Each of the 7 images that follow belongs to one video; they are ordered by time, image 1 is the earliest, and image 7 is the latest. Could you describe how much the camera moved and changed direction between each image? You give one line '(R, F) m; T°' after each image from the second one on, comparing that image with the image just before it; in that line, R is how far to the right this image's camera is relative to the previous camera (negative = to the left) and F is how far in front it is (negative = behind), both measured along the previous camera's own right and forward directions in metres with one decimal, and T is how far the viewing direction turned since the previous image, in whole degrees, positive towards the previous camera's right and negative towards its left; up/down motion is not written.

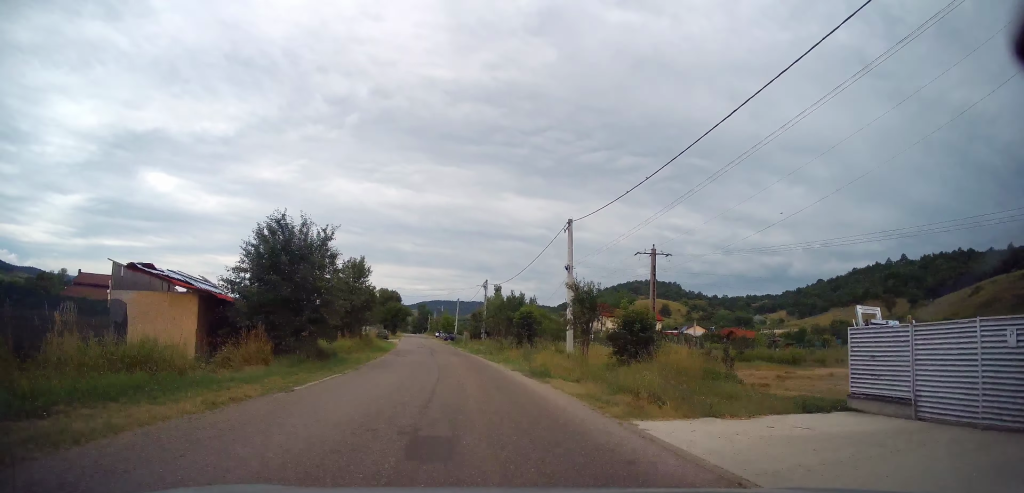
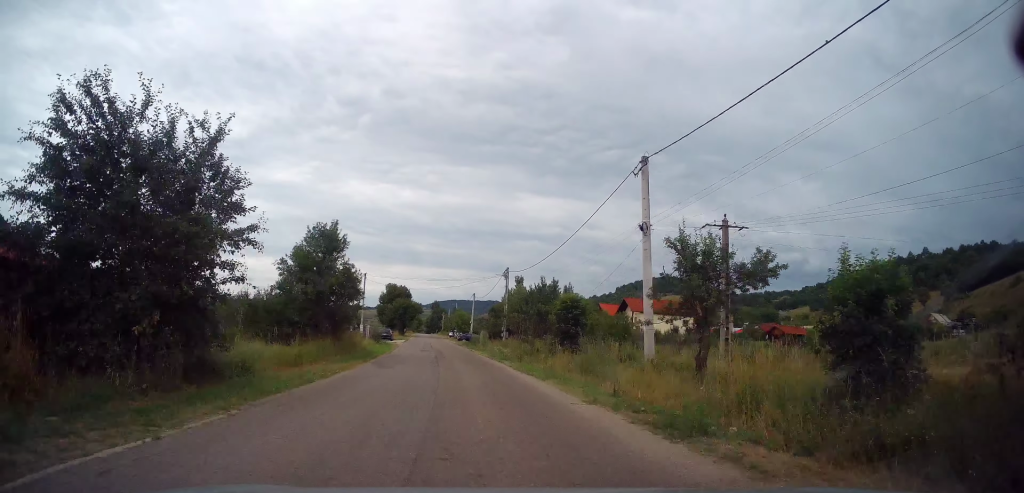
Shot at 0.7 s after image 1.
(-0.3, +10.9) m; -2°
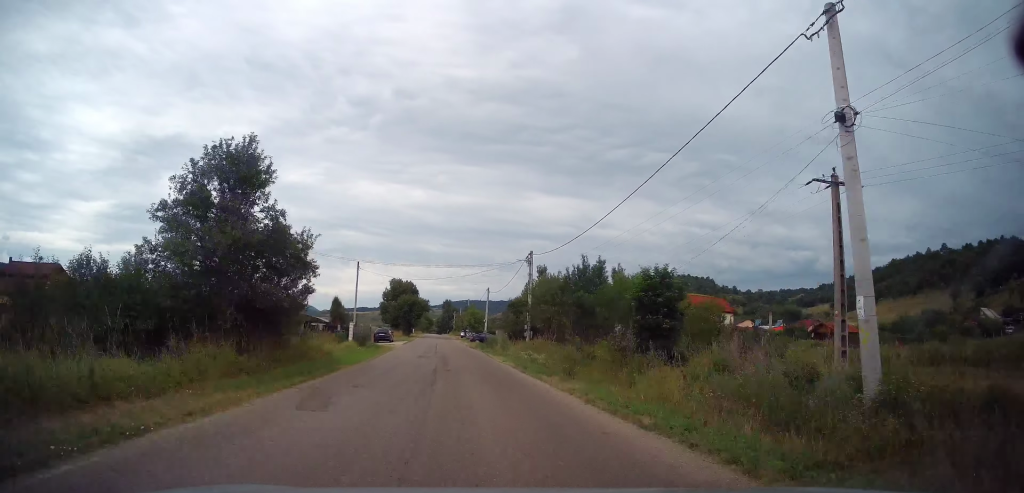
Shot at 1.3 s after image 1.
(+0.1, +10.9) m; -1°
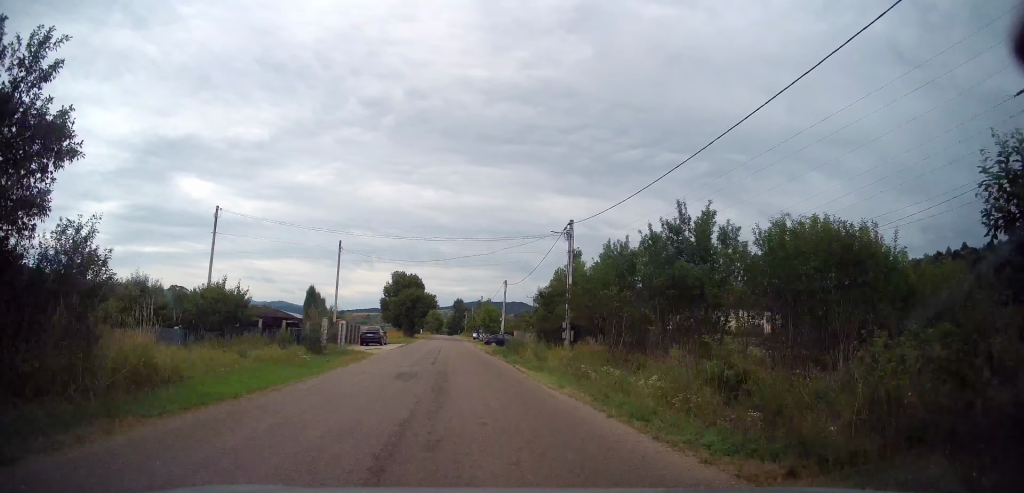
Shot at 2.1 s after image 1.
(-0.3, +12.5) m; -1°
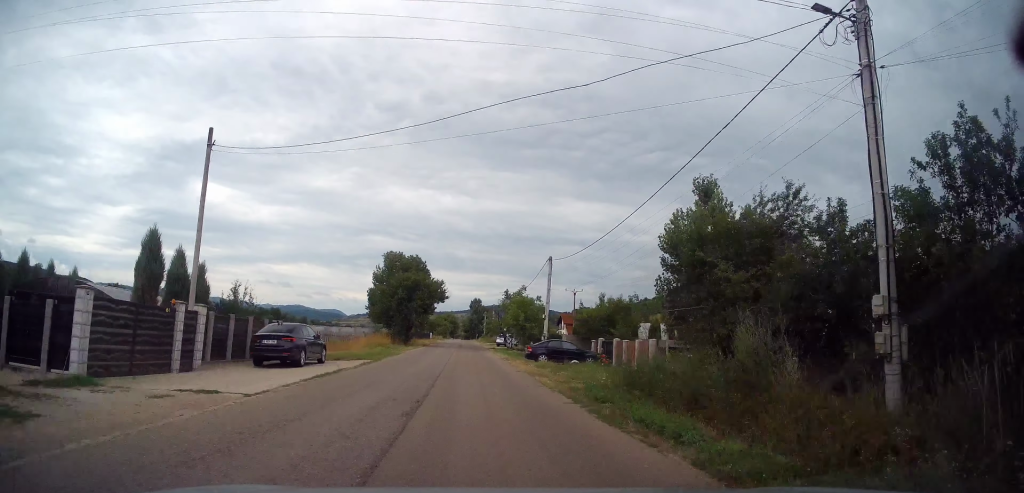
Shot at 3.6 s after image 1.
(0.0, +24.1) m; 0°
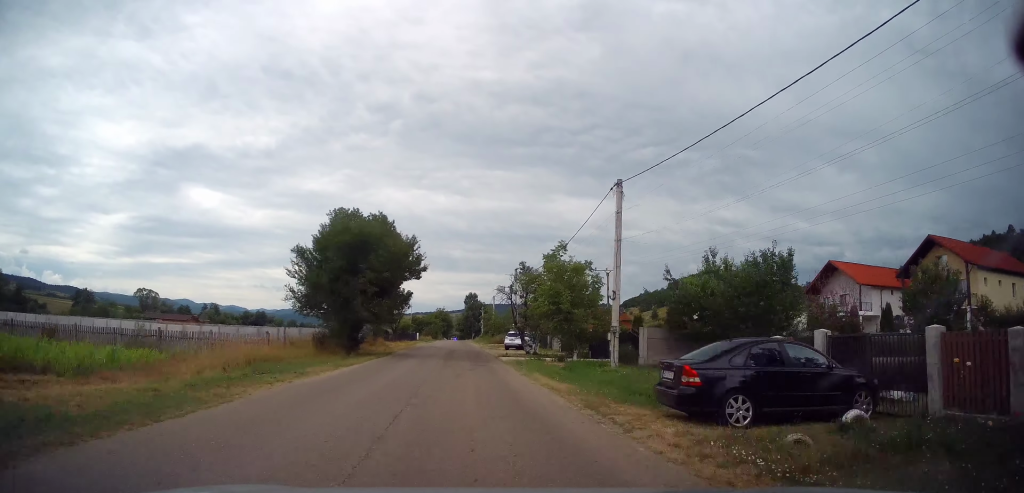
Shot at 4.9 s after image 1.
(-0.5, +22.1) m; -2°
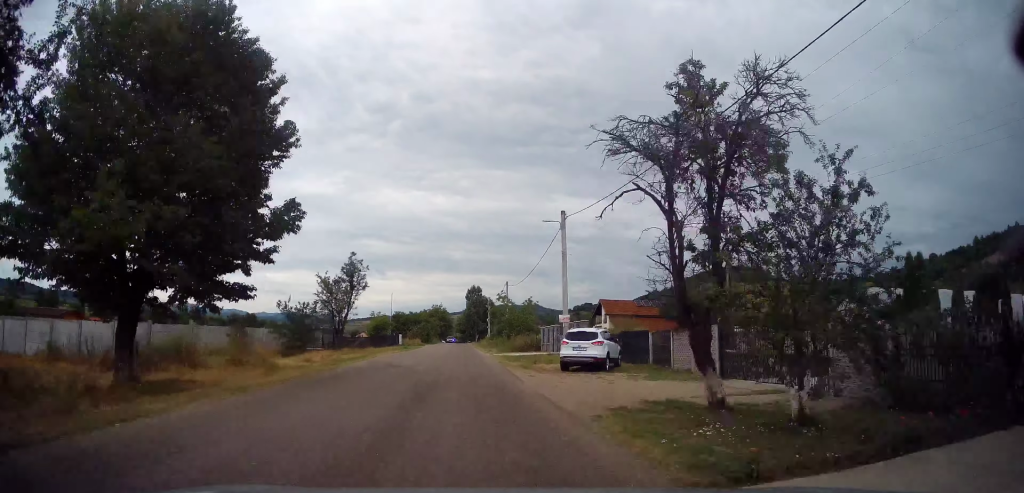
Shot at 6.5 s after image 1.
(-0.2, +28.0) m; +2°
